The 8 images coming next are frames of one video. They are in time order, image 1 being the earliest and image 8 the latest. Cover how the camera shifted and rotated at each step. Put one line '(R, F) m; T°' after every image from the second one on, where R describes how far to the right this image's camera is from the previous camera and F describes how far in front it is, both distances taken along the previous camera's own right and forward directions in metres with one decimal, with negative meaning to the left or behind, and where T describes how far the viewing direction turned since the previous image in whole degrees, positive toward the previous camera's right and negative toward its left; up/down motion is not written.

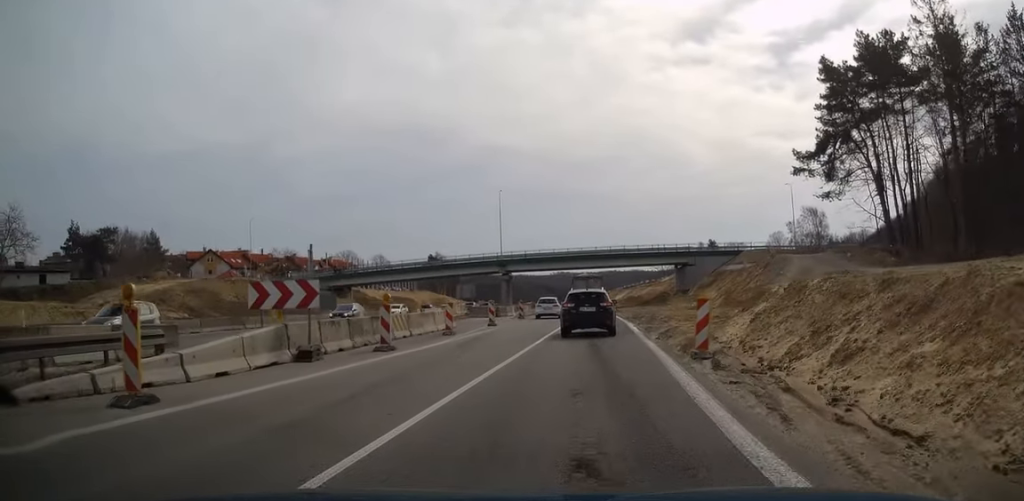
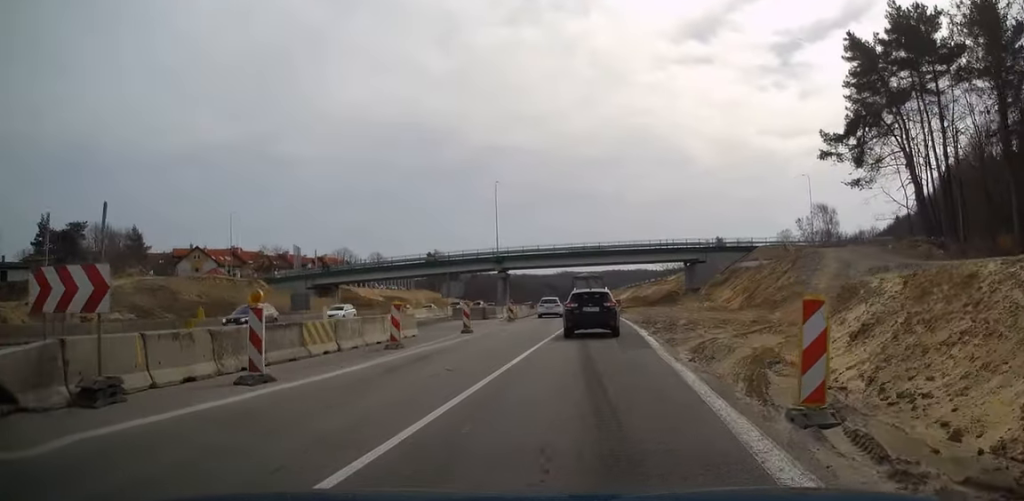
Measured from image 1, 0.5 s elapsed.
(-0.2, +7.1) m; 0°
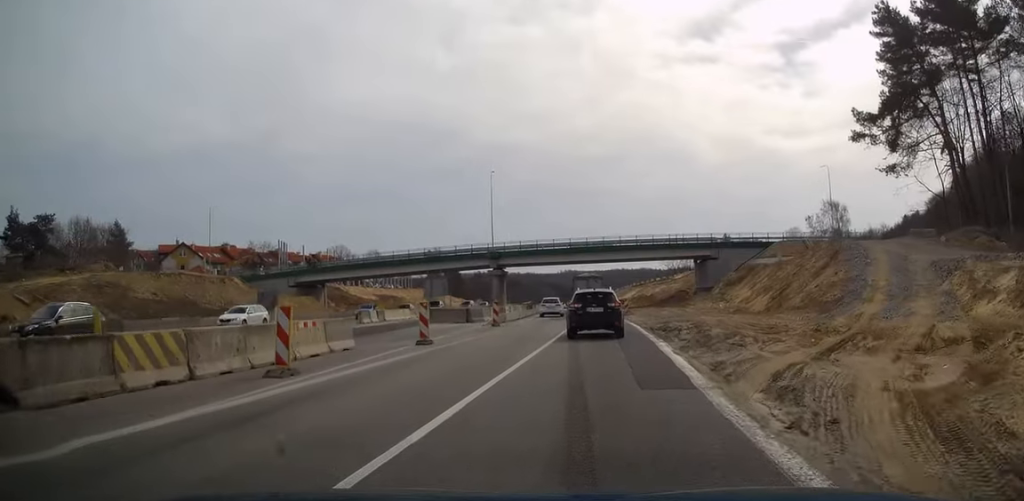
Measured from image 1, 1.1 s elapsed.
(0.0, +6.9) m; 0°
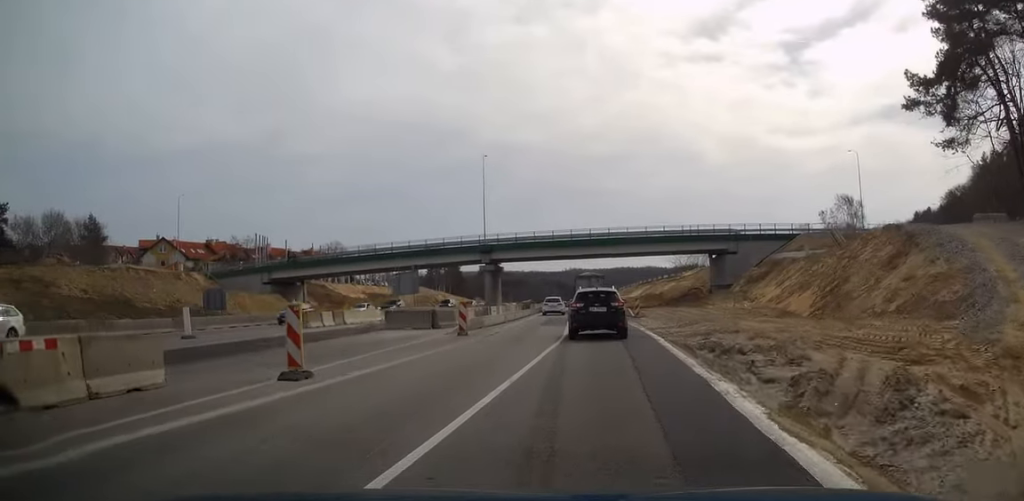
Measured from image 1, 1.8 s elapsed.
(+0.2, +8.9) m; 0°
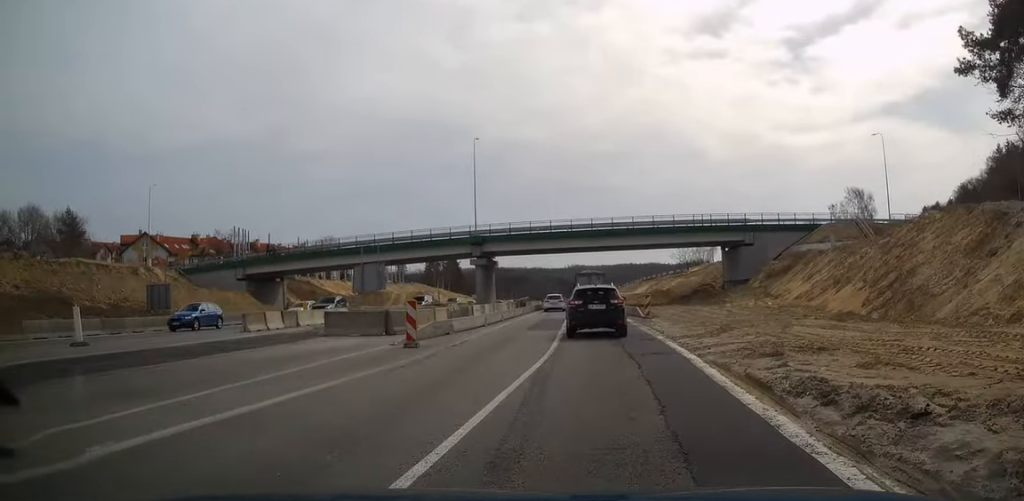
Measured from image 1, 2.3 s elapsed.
(-0.1, +6.9) m; -1°
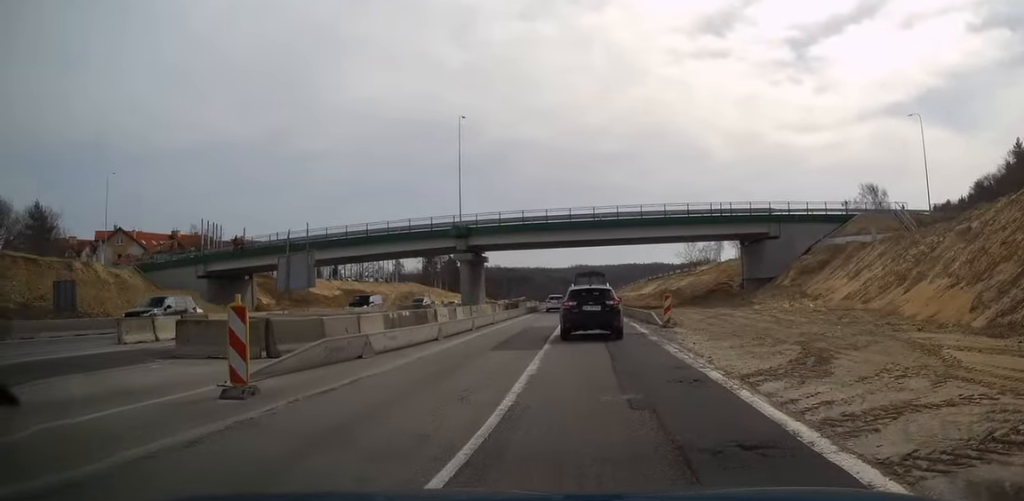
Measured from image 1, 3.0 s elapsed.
(-0.1, +8.8) m; -1°
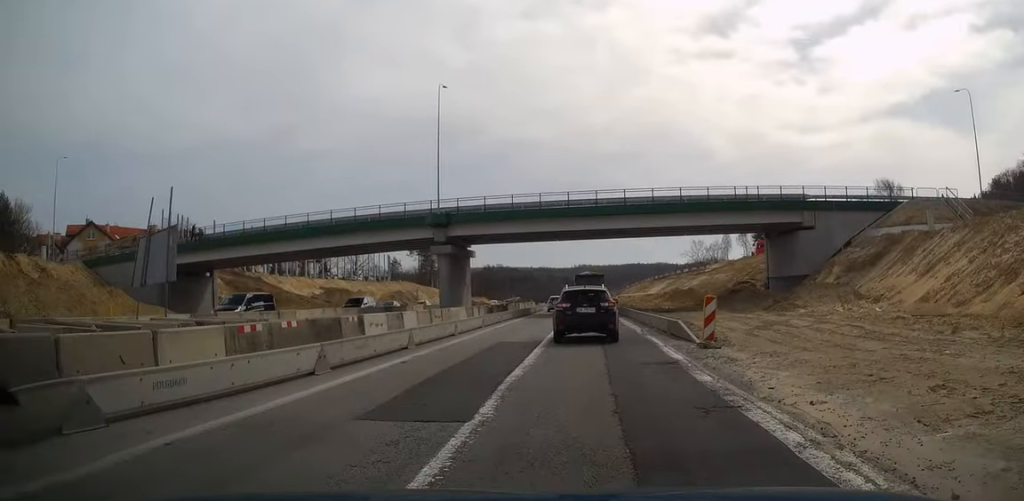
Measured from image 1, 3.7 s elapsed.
(0.0, +9.2) m; 0°
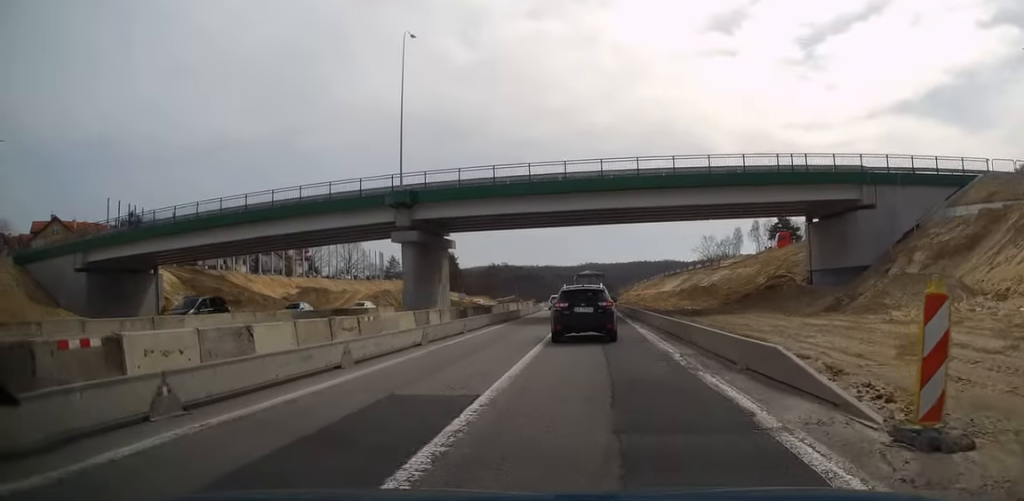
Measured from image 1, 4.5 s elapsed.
(0.0, +10.8) m; 0°
